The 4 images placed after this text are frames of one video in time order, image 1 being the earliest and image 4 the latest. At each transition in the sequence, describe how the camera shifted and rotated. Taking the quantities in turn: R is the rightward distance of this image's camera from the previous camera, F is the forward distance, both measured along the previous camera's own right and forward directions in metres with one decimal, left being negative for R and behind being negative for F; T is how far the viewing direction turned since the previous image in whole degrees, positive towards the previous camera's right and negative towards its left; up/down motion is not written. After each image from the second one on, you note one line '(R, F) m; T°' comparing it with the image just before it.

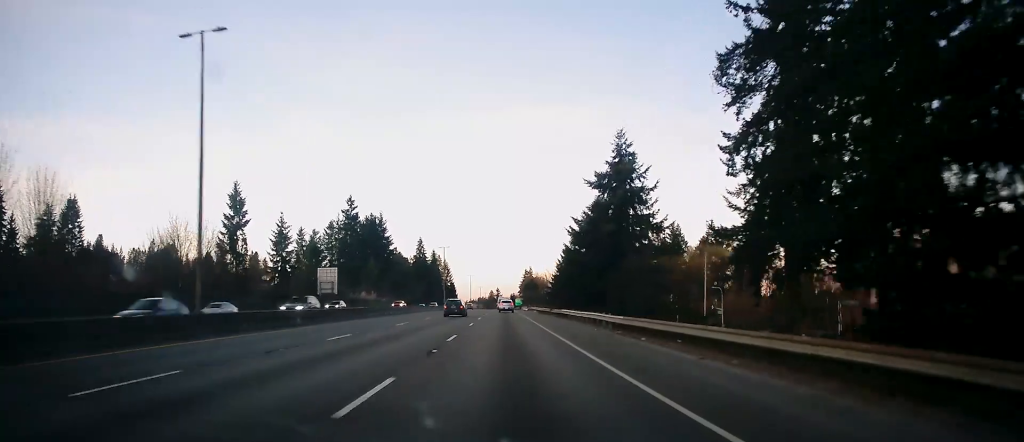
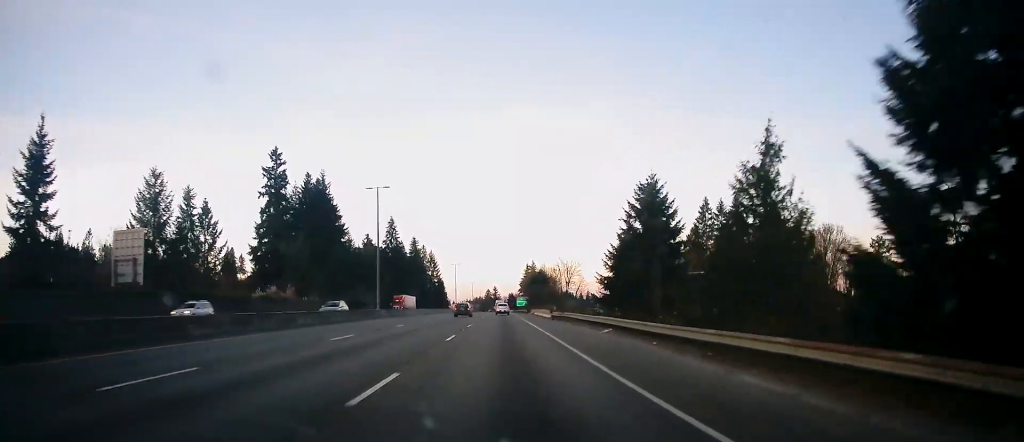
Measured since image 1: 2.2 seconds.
(-0.3, +60.2) m; 0°
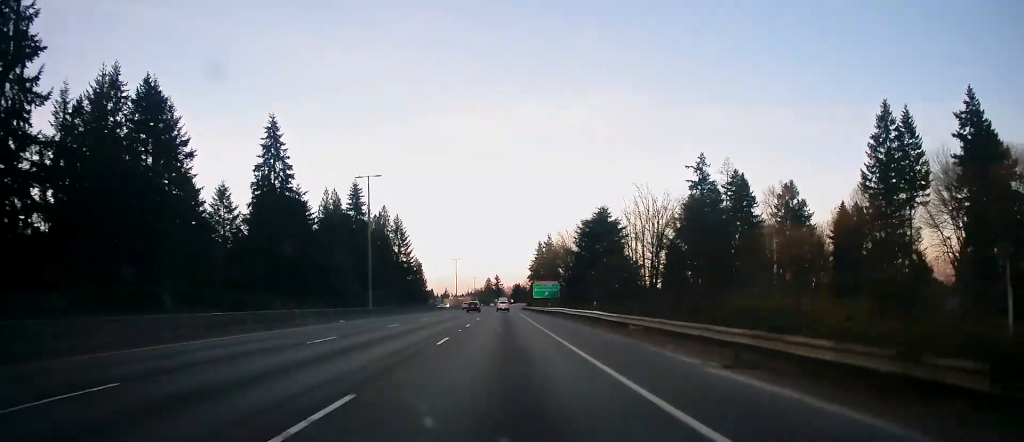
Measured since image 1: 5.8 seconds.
(-0.1, +100.0) m; 0°
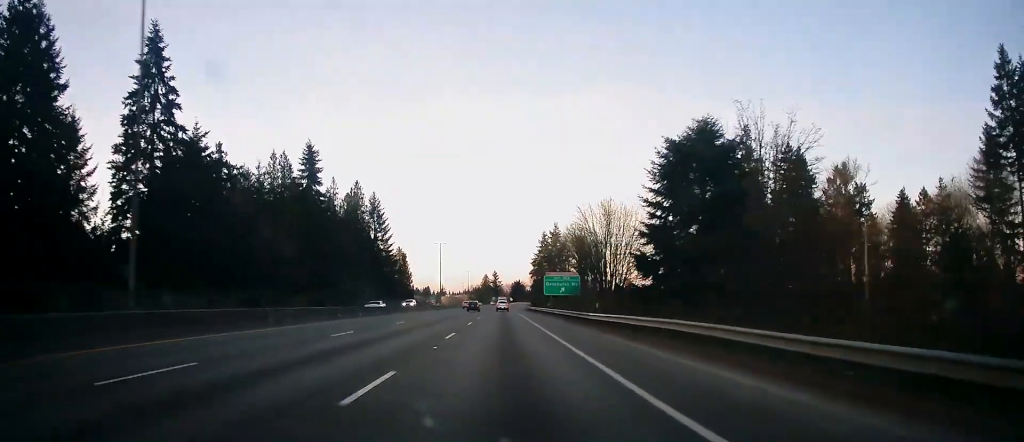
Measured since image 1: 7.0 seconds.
(0.0, +34.3) m; 0°
